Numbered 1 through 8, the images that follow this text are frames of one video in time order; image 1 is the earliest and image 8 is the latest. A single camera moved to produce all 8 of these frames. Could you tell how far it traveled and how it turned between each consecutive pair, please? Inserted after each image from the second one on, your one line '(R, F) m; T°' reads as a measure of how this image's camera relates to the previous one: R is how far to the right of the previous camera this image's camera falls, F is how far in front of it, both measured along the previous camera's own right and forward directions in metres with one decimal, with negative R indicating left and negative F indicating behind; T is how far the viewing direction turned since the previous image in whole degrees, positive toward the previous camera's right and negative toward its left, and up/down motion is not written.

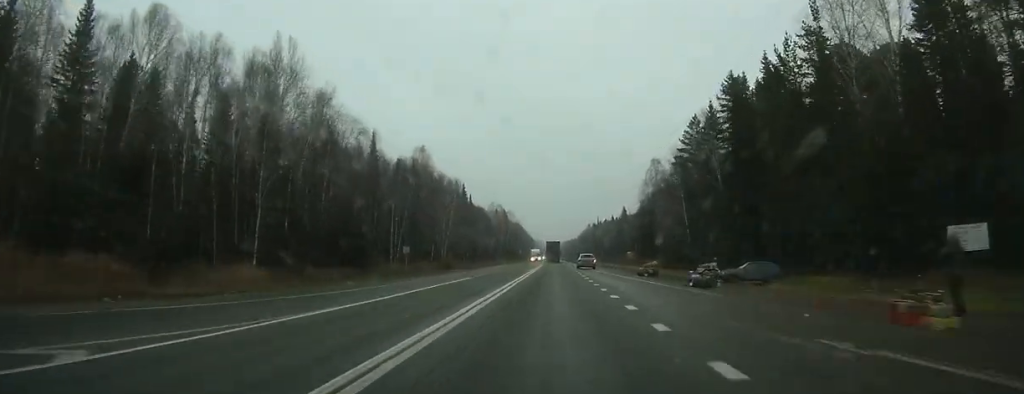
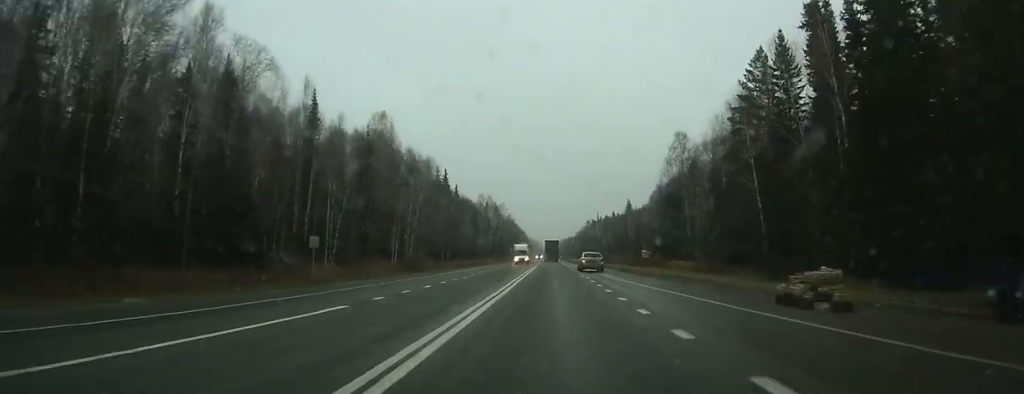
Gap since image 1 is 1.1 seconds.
(0.0, +24.0) m; 0°
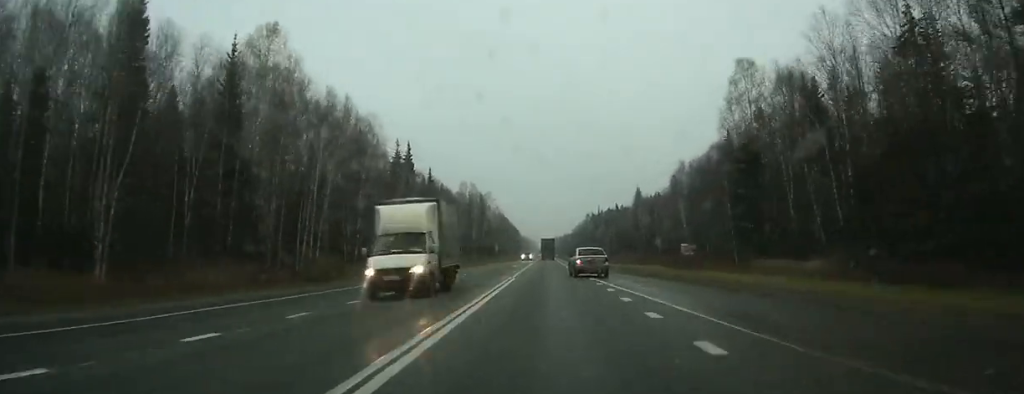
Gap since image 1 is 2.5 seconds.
(0.0, +32.7) m; 0°
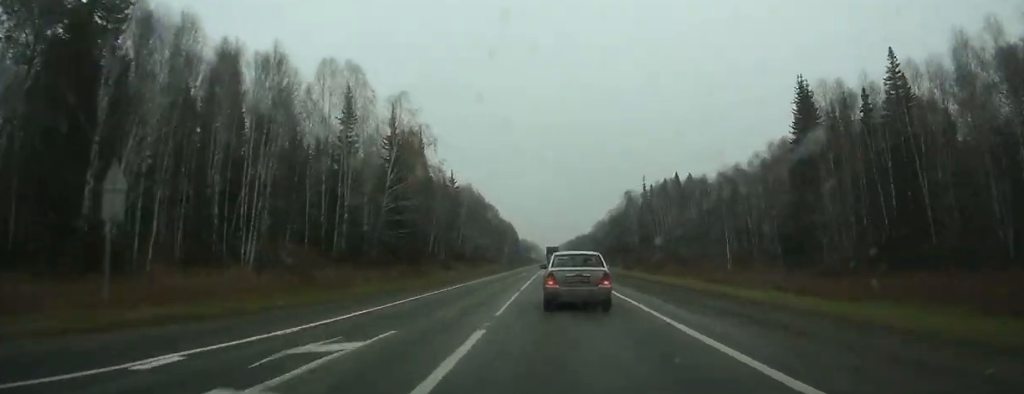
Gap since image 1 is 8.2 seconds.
(+0.2, +123.8) m; +1°
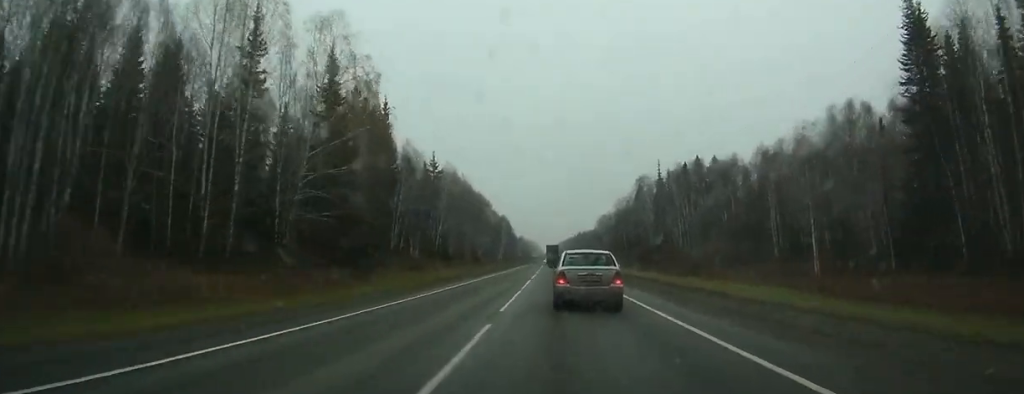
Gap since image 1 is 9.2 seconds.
(+0.1, +22.9) m; 0°
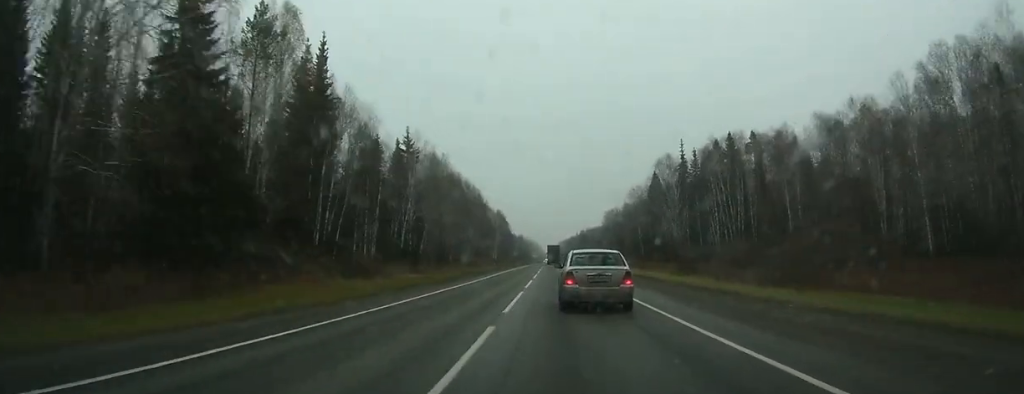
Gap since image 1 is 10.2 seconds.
(0.0, +23.0) m; 0°
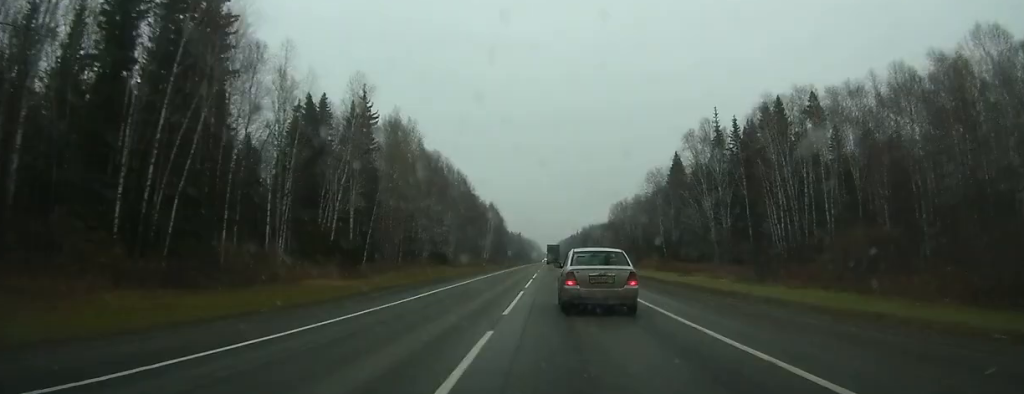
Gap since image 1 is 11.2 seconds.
(0.0, +23.9) m; 0°
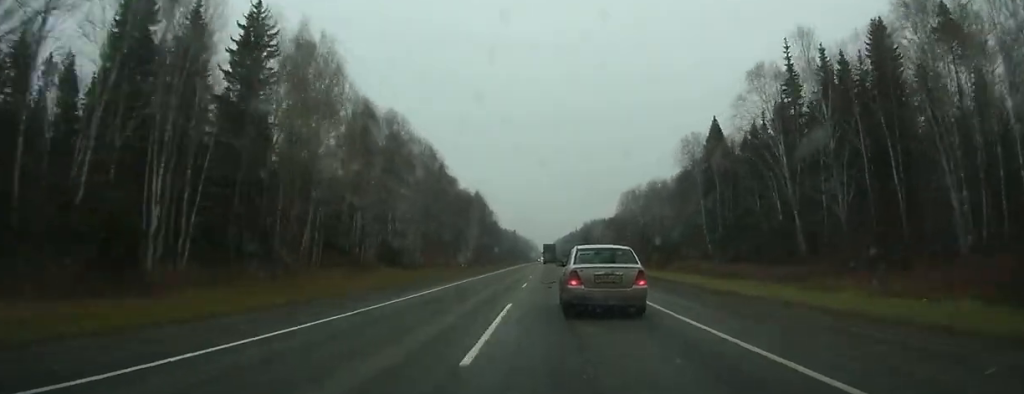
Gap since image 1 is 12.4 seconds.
(0.0, +28.8) m; 0°
